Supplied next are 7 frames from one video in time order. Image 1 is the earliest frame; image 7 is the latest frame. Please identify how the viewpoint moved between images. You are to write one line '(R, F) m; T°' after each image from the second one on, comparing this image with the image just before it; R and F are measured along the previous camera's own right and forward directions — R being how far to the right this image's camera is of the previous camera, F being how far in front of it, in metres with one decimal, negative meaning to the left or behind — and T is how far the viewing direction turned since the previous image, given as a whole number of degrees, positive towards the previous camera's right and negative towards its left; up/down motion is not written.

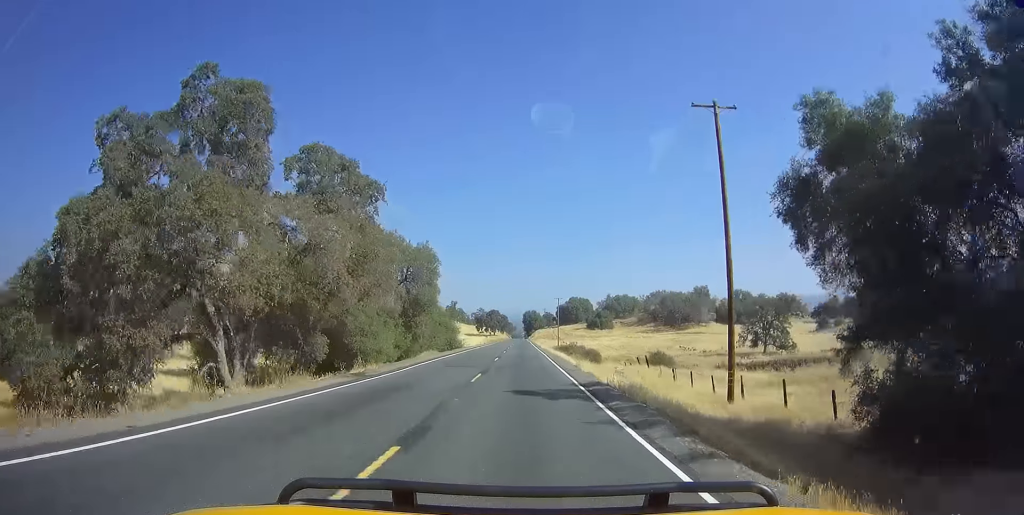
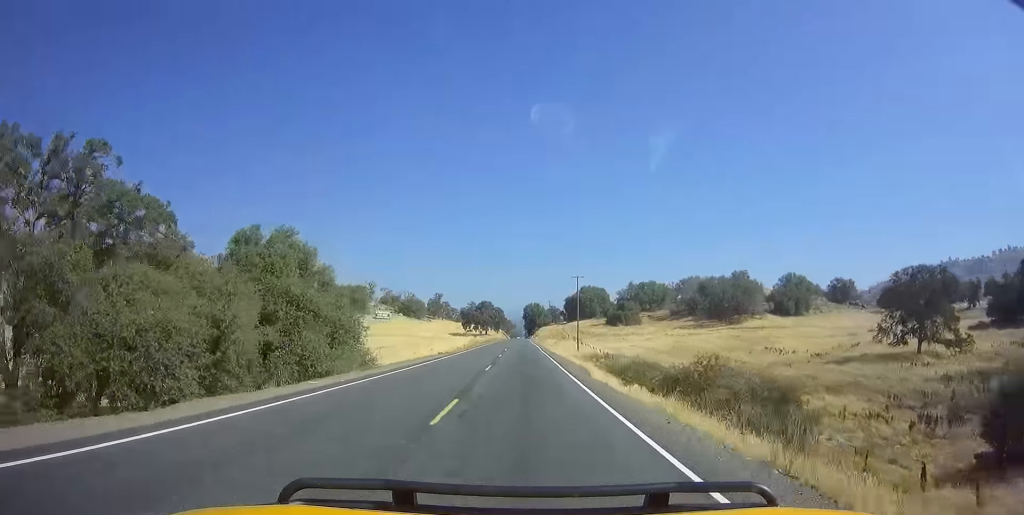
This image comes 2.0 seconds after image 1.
(-0.6, +54.0) m; -2°
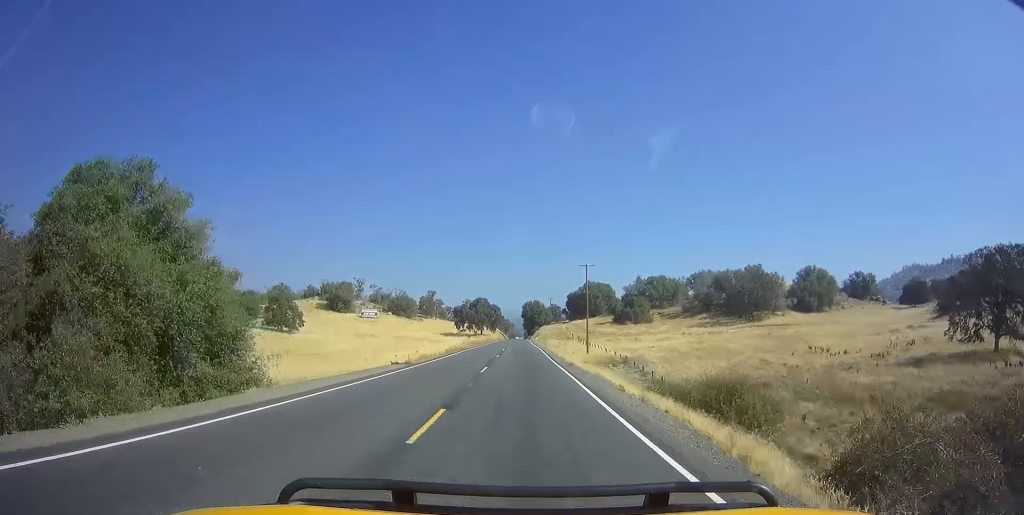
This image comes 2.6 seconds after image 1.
(0.0, +16.2) m; 0°
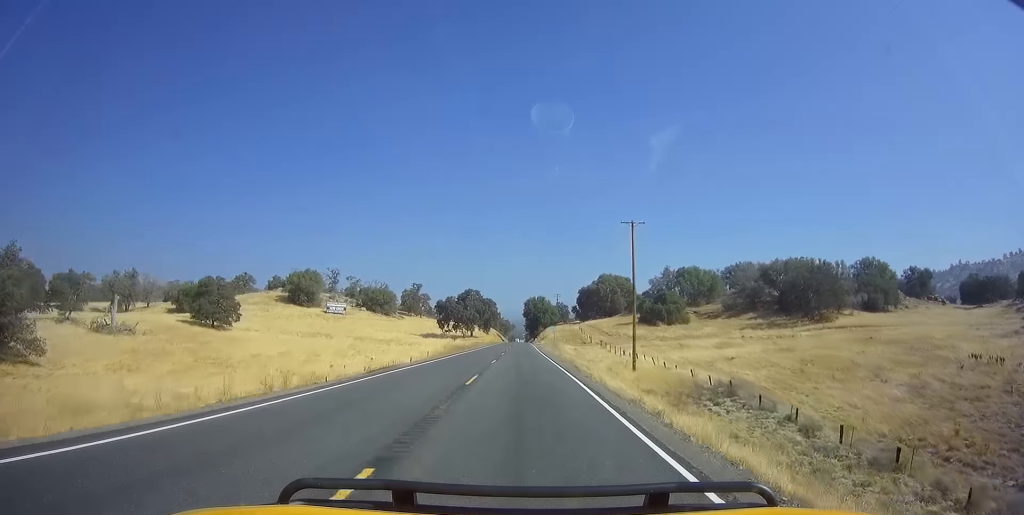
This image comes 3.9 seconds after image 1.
(0.0, +35.0) m; 0°
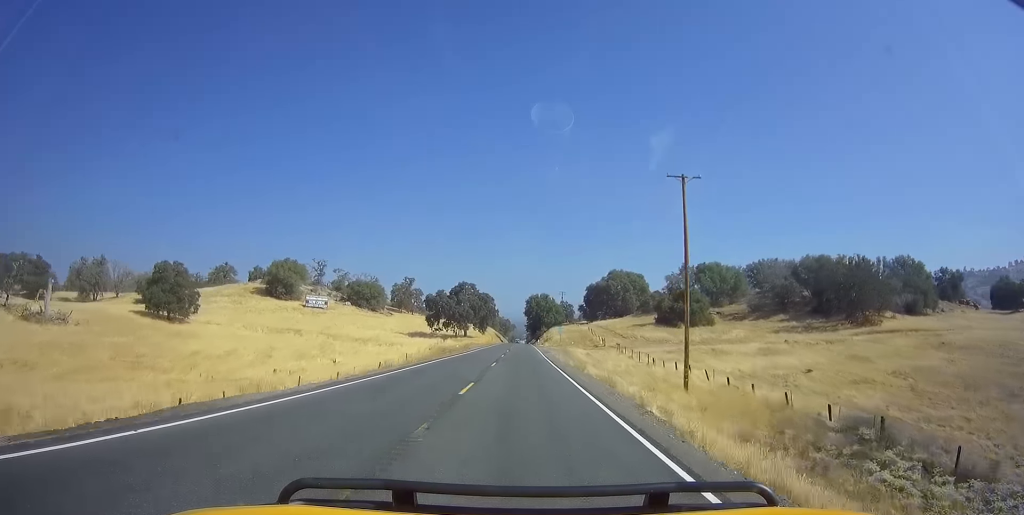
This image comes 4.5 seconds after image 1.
(0.0, +16.1) m; 0°
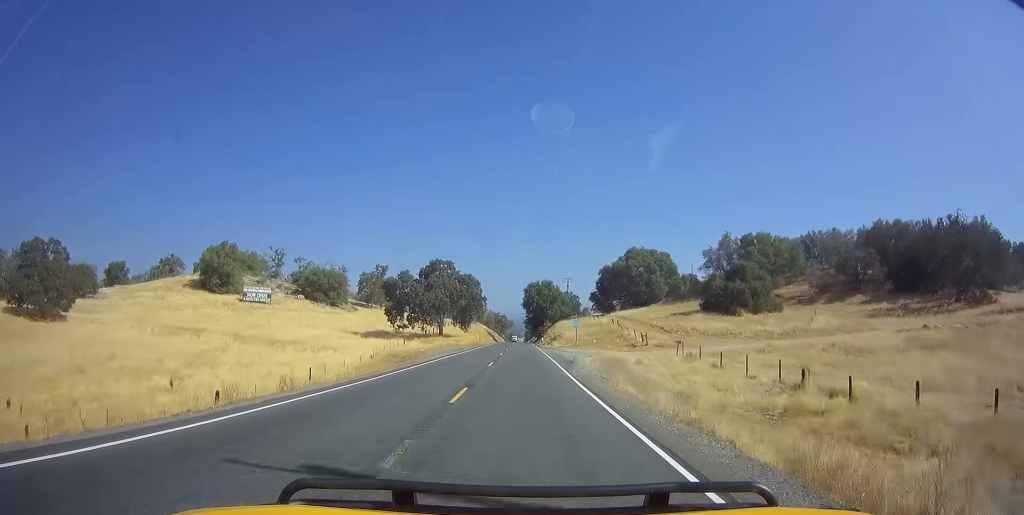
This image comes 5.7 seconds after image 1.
(0.0, +31.1) m; 0°
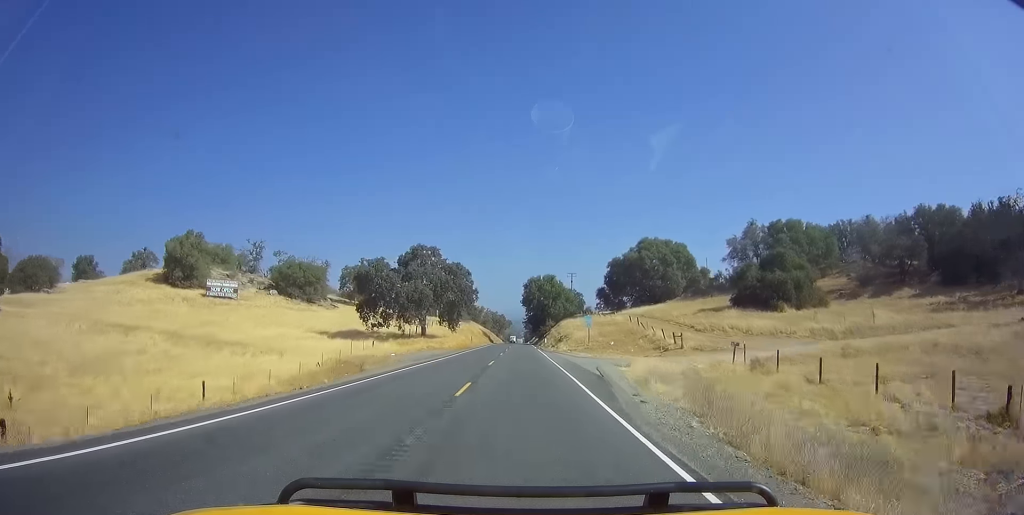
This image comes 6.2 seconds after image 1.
(0.0, +13.2) m; 0°
